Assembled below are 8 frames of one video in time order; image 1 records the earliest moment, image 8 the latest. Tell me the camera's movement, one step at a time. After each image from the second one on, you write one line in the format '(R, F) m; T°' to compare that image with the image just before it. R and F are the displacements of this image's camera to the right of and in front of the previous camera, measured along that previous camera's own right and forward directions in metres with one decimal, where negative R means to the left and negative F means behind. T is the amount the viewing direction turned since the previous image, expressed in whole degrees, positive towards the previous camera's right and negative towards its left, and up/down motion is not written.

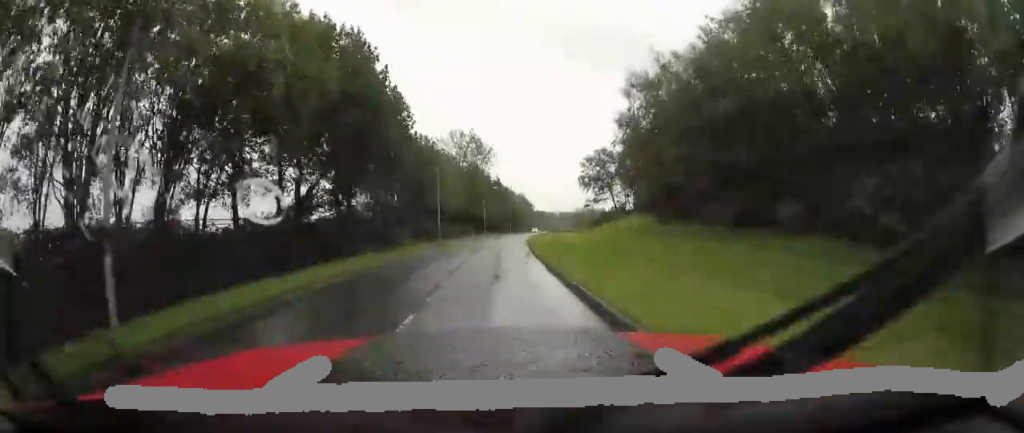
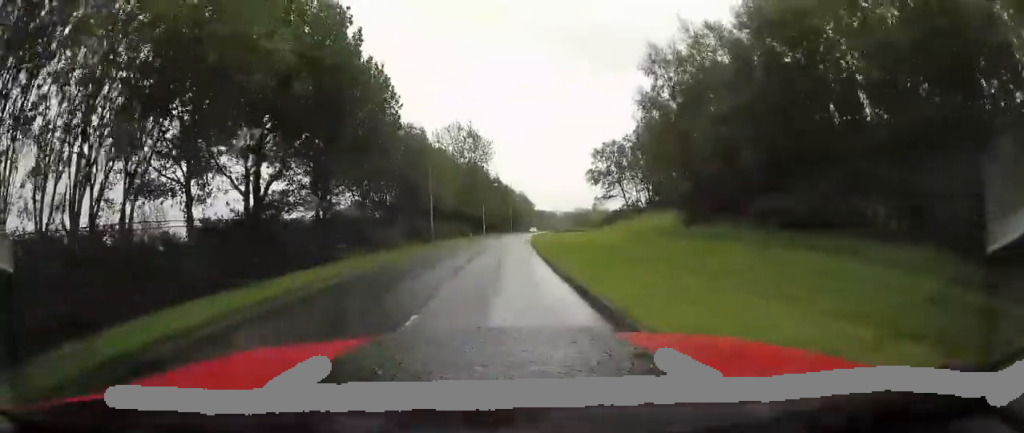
(-0.1, +4.0) m; 0°
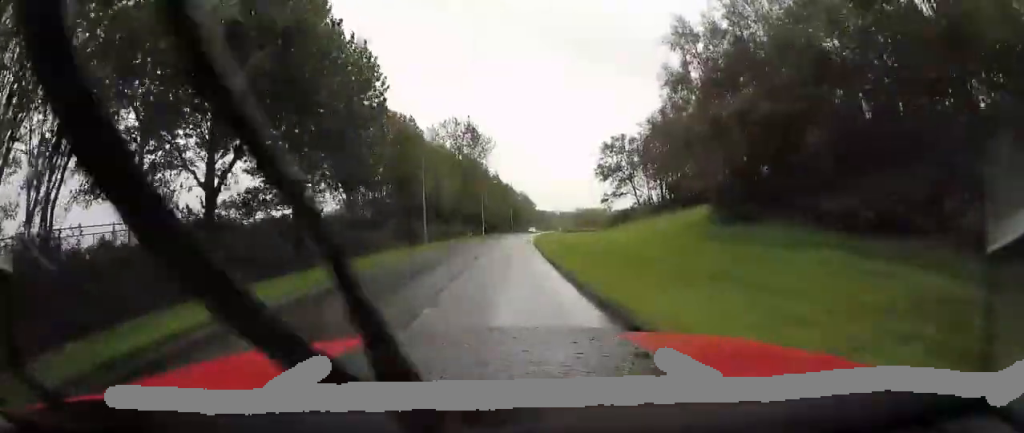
(-0.1, +3.3) m; +1°
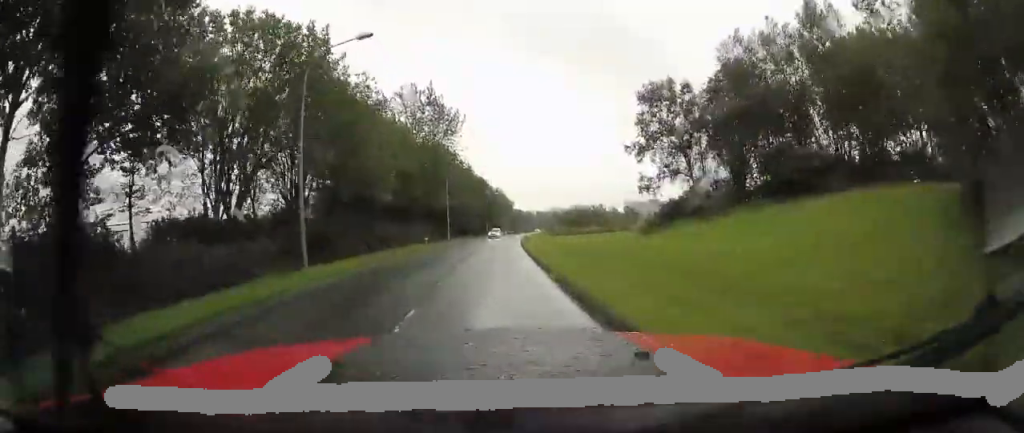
(+0.7, +15.0) m; +3°
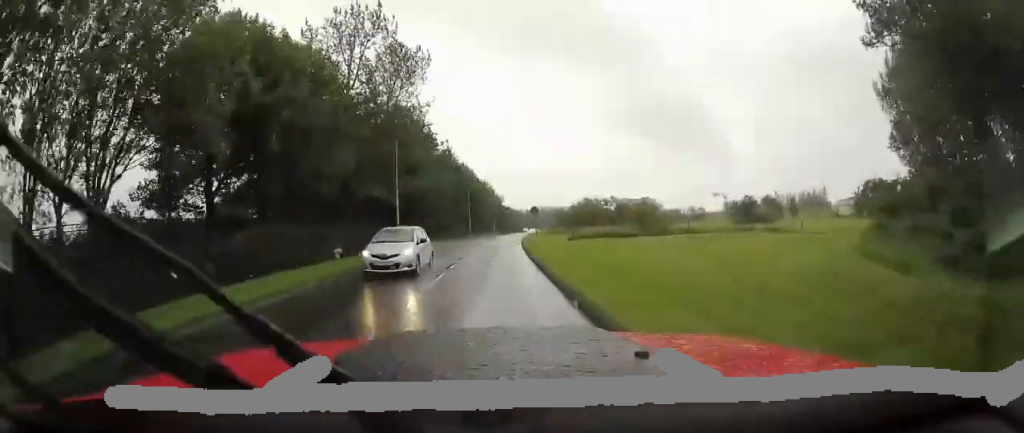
(-0.4, +16.9) m; -1°
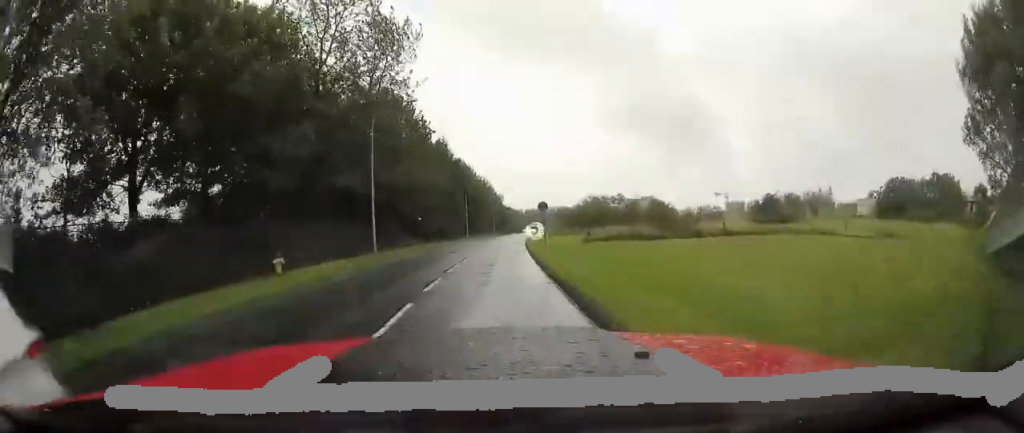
(0.0, +4.7) m; +1°
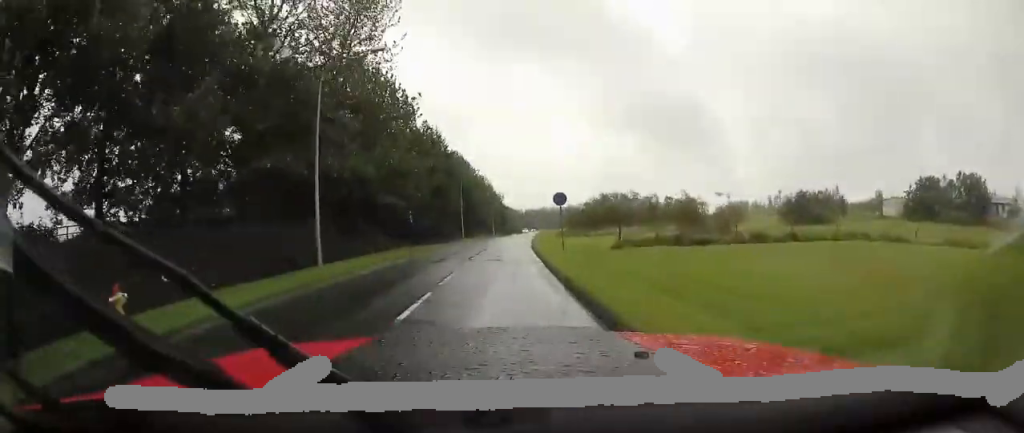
(+0.1, +6.1) m; +1°
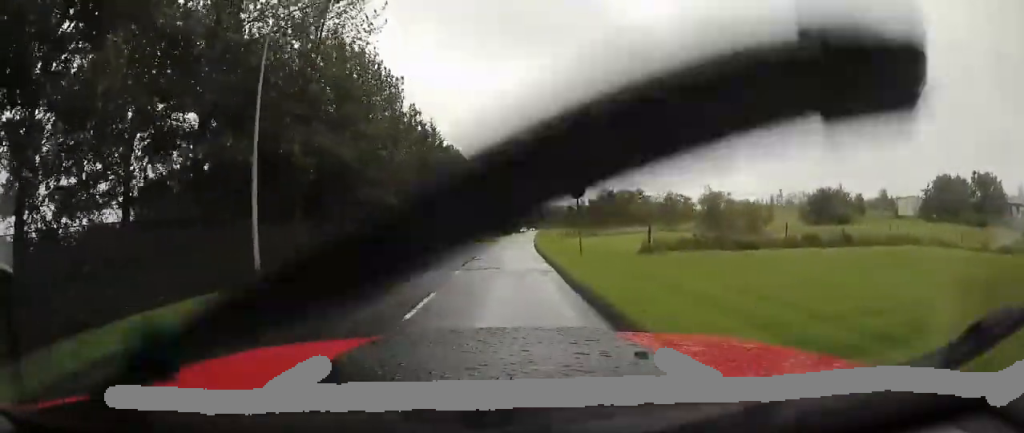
(-0.1, +3.8) m; +1°
